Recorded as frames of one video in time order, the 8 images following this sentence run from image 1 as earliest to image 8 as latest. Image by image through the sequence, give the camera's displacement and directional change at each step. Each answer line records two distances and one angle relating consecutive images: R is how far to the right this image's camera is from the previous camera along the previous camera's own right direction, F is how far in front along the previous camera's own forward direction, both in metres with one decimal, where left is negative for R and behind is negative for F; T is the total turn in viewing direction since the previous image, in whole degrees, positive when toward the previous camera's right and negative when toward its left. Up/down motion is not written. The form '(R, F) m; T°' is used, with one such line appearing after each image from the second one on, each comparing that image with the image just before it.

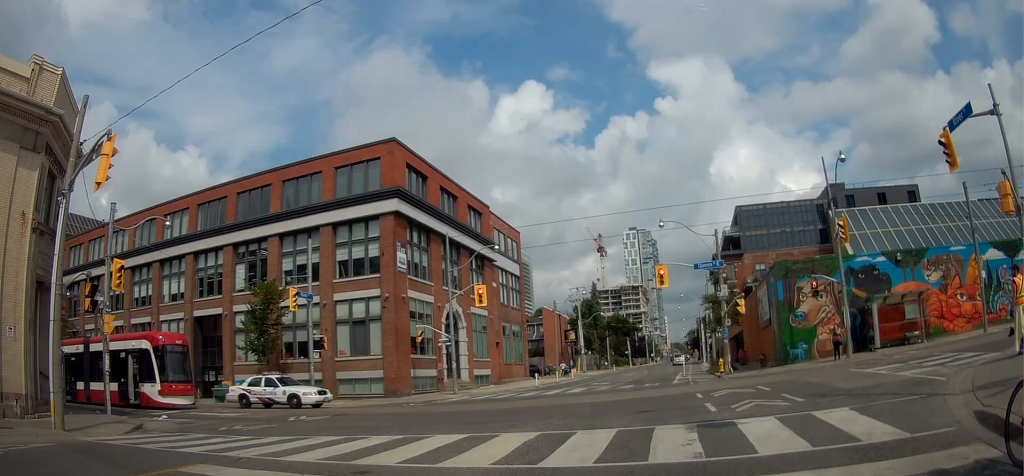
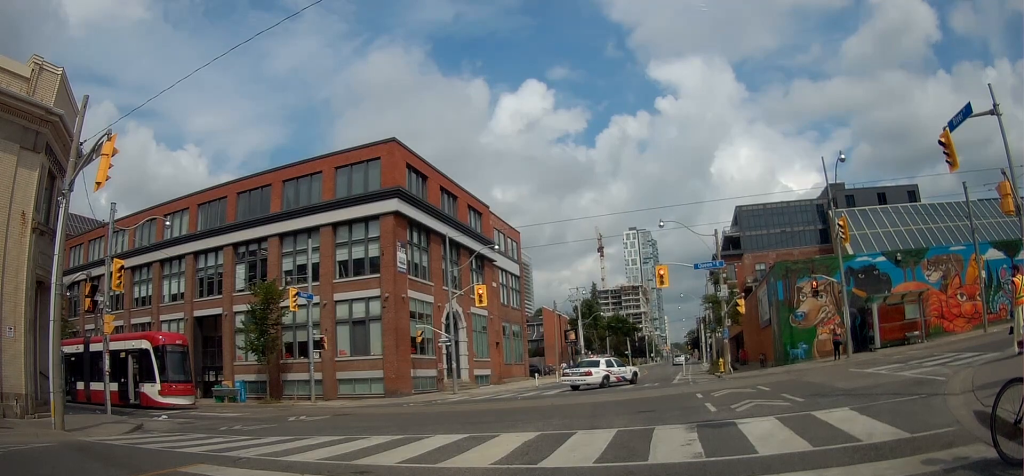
(0.0, 0.0) m; 0°
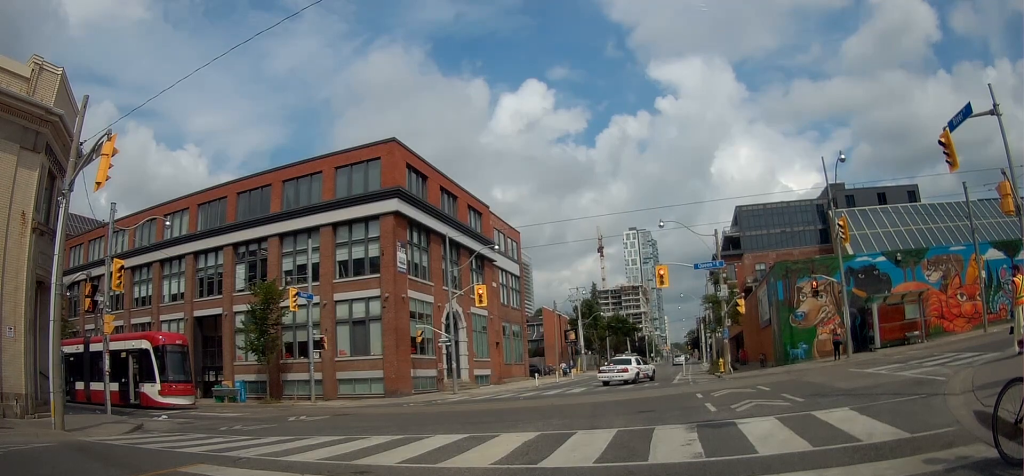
(0.0, 0.0) m; 0°
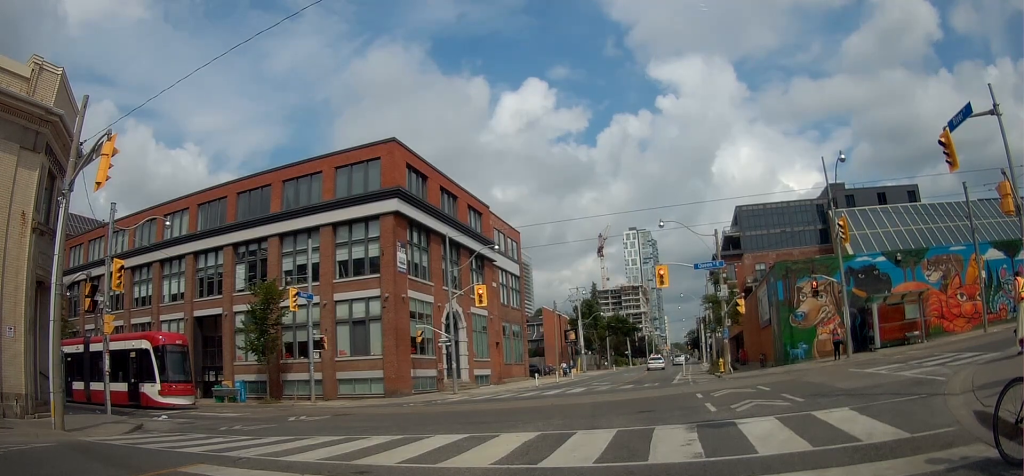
(0.0, 0.0) m; 0°
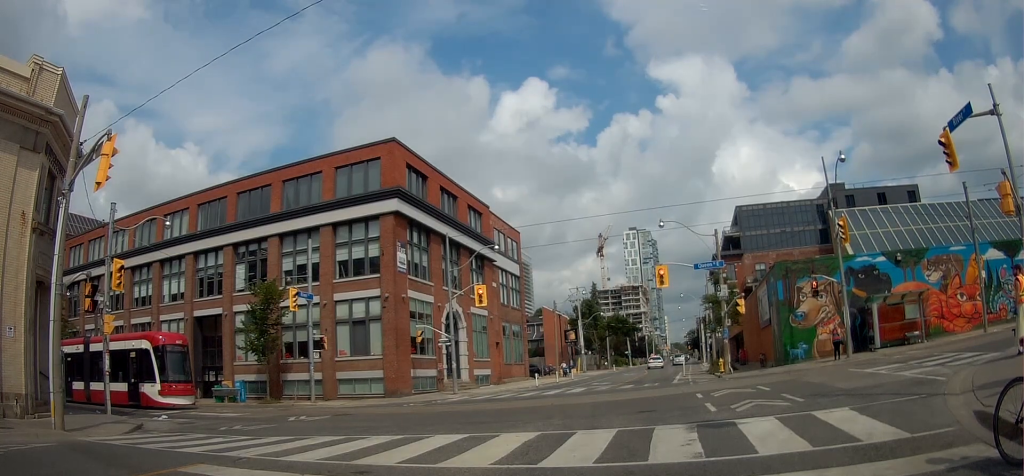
(0.0, 0.0) m; 0°
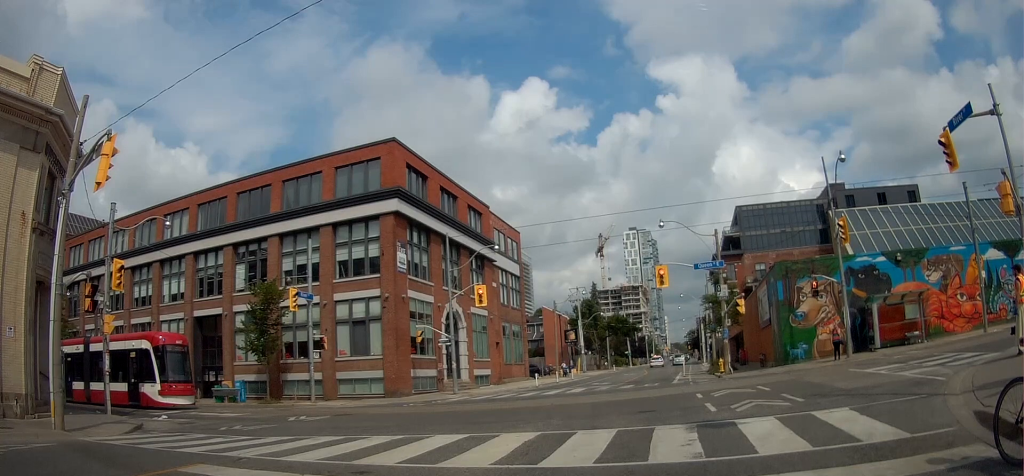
(0.0, 0.0) m; 0°
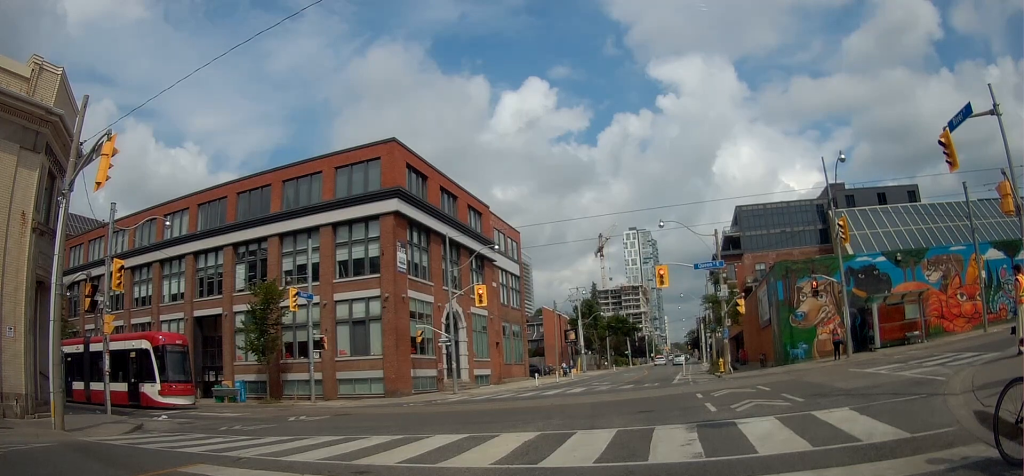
(0.0, 0.0) m; 0°
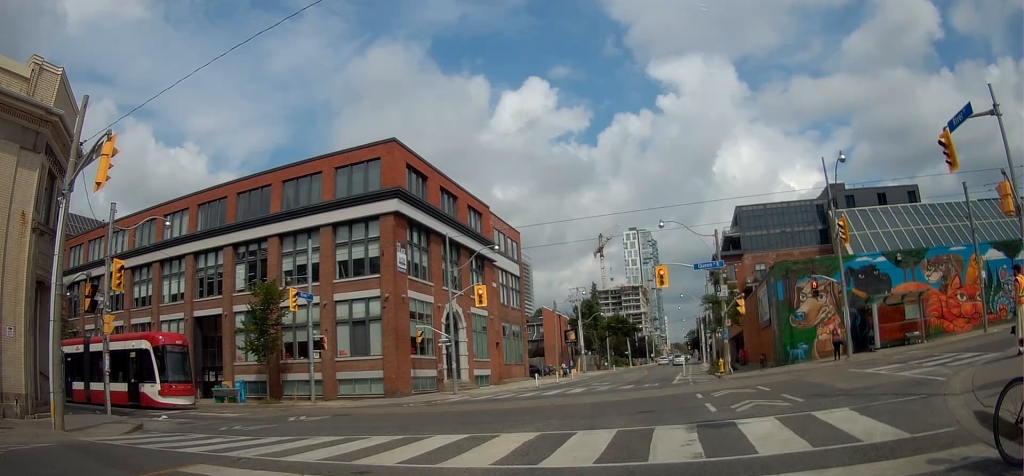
(0.0, 0.0) m; 0°
